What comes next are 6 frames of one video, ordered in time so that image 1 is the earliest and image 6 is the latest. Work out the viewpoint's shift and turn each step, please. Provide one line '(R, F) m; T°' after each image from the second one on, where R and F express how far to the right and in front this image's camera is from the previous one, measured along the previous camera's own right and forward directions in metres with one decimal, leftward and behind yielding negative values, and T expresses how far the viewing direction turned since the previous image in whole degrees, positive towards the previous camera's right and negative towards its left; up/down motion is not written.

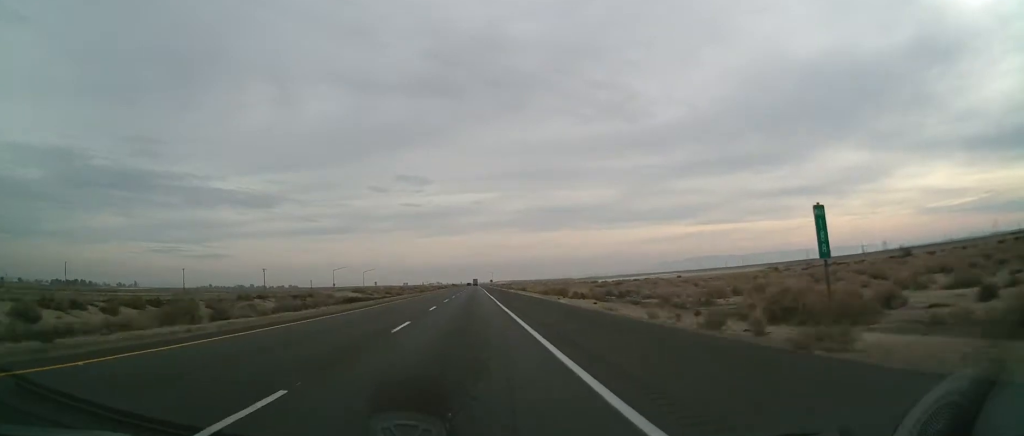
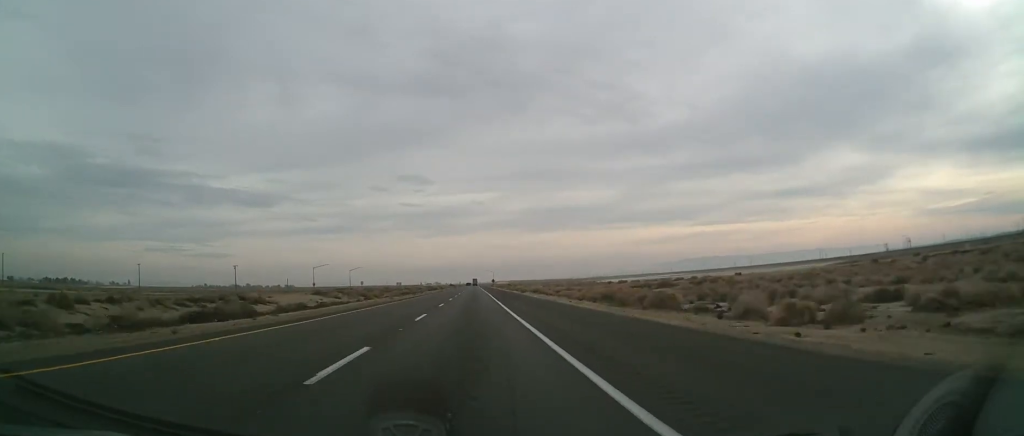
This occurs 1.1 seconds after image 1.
(-0.5, +38.5) m; 0°
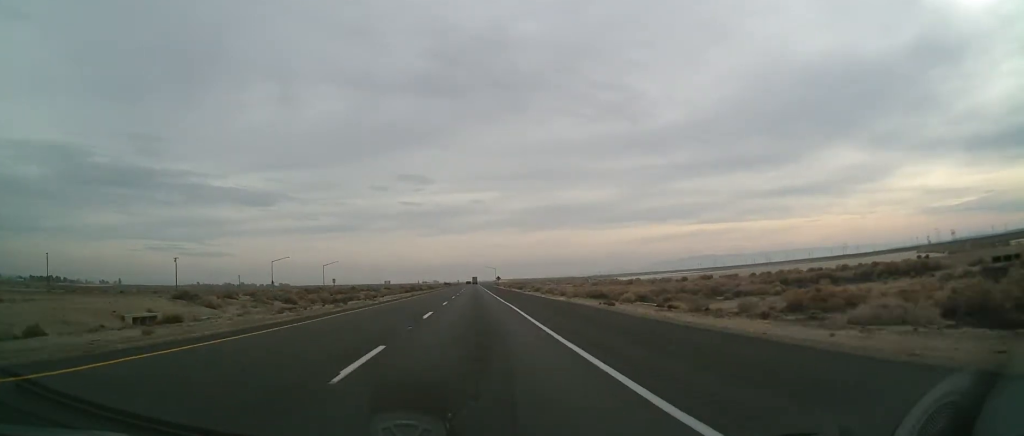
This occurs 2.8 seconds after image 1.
(+0.8, +58.2) m; +1°
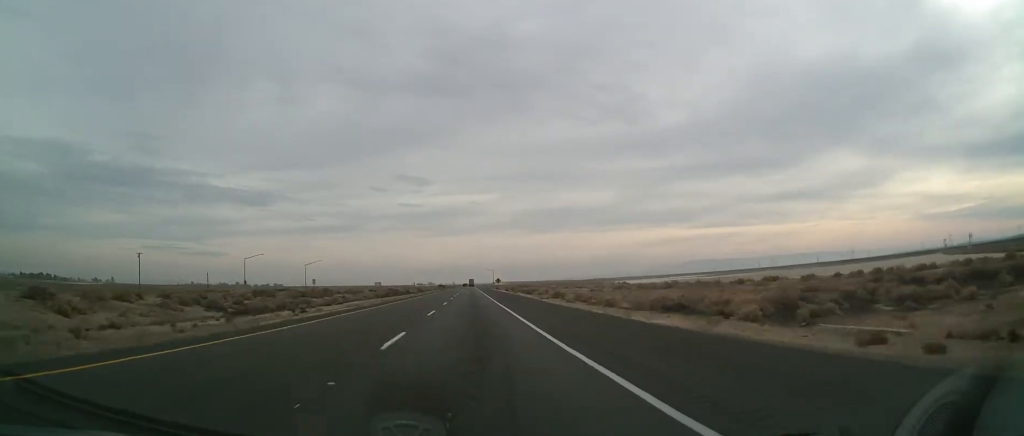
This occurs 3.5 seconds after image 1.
(0.0, +24.4) m; 0°
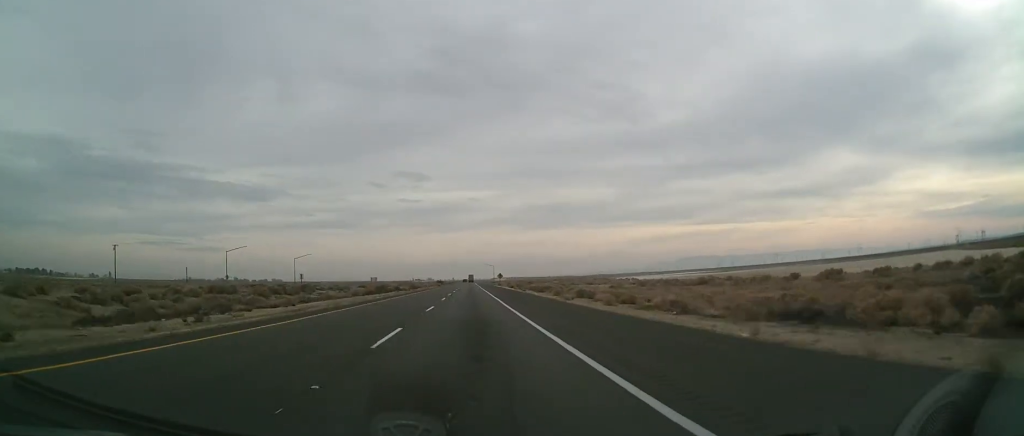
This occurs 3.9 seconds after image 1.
(0.0, +15.1) m; 0°
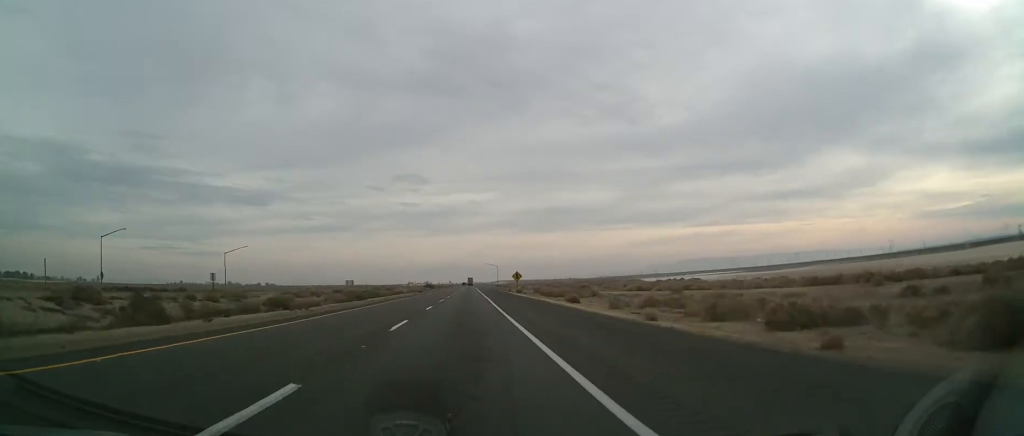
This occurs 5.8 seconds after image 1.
(-0.6, +67.4) m; -1°
